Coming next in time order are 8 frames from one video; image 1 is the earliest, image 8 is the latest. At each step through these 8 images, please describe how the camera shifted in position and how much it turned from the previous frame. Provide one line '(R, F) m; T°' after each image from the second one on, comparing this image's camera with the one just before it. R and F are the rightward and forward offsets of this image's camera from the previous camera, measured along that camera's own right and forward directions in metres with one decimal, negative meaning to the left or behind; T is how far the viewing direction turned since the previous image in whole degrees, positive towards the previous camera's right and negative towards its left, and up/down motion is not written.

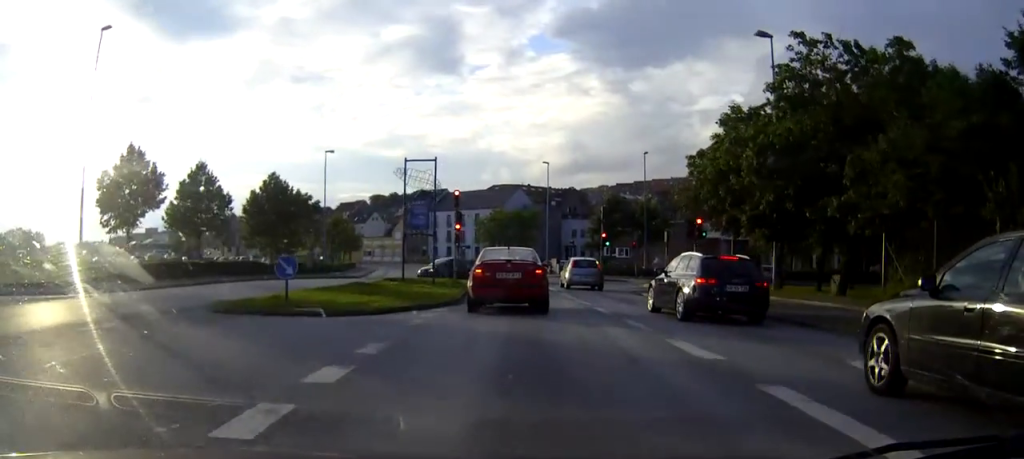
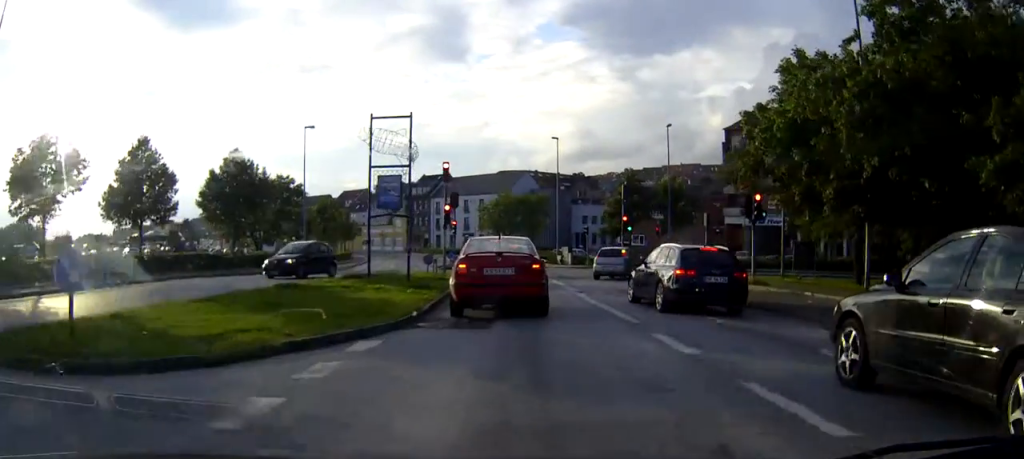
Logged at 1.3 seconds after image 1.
(0.0, +8.4) m; -1°
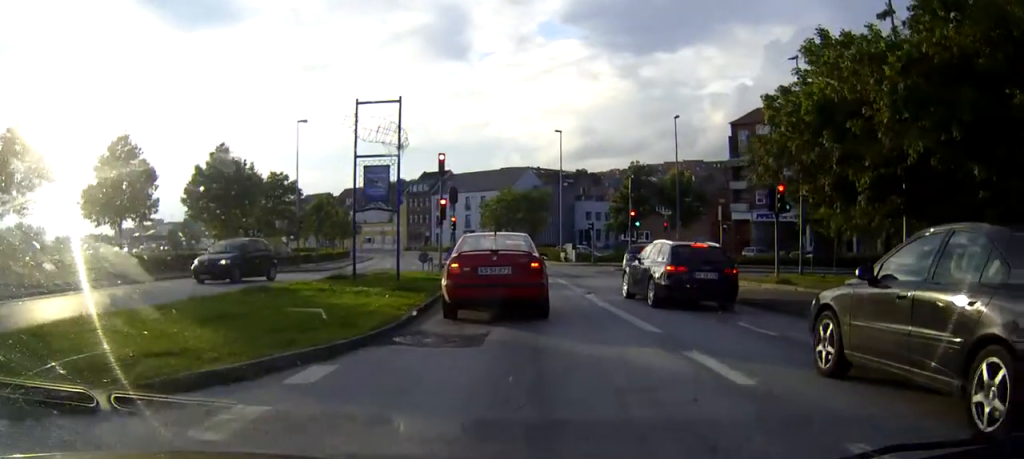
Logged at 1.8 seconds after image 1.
(0.0, +2.2) m; -1°
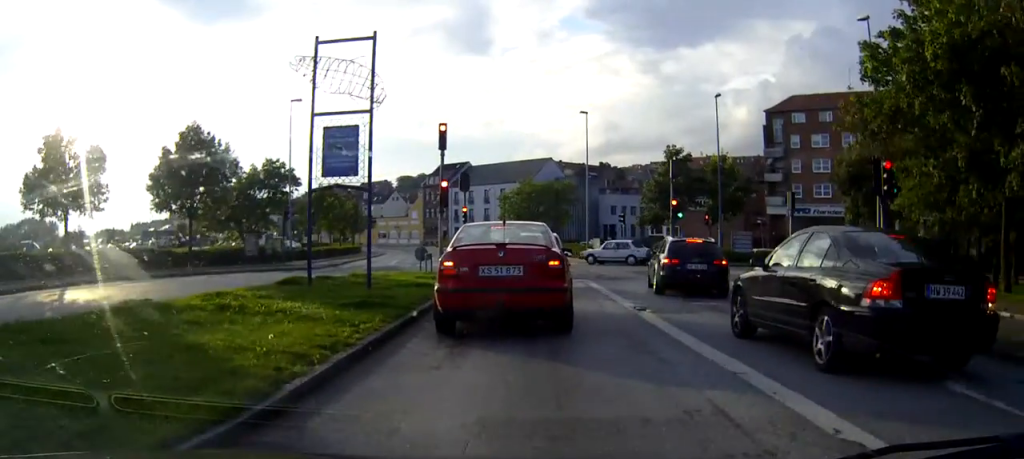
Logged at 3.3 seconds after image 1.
(-0.1, +6.6) m; -2°
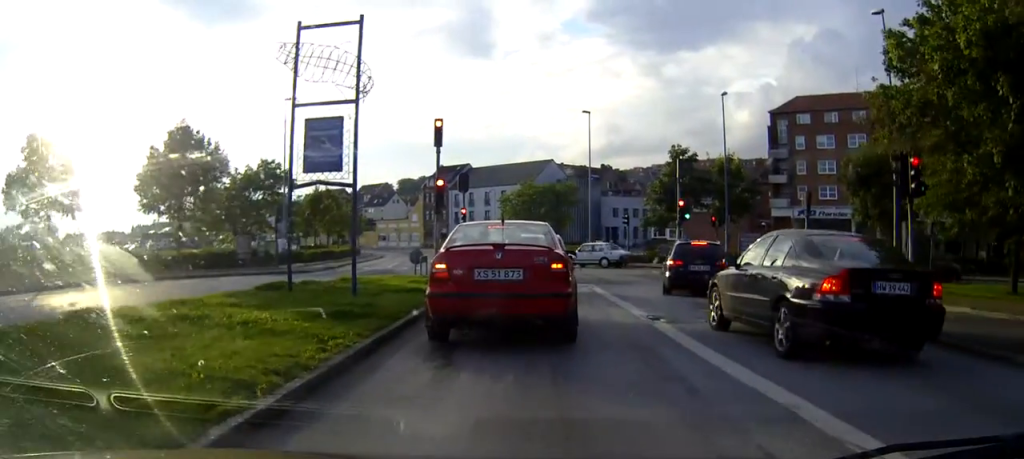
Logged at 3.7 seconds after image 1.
(0.0, +1.4) m; 0°
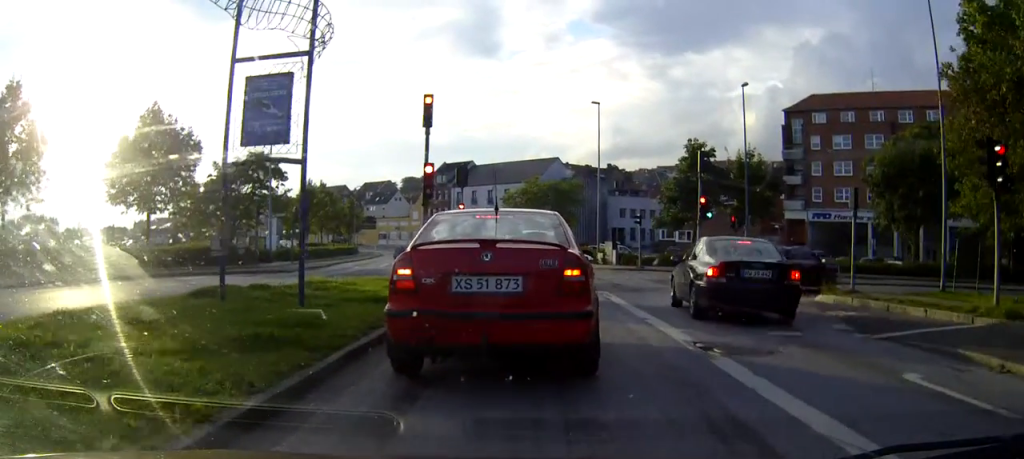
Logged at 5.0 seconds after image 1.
(0.0, +3.9) m; -1°
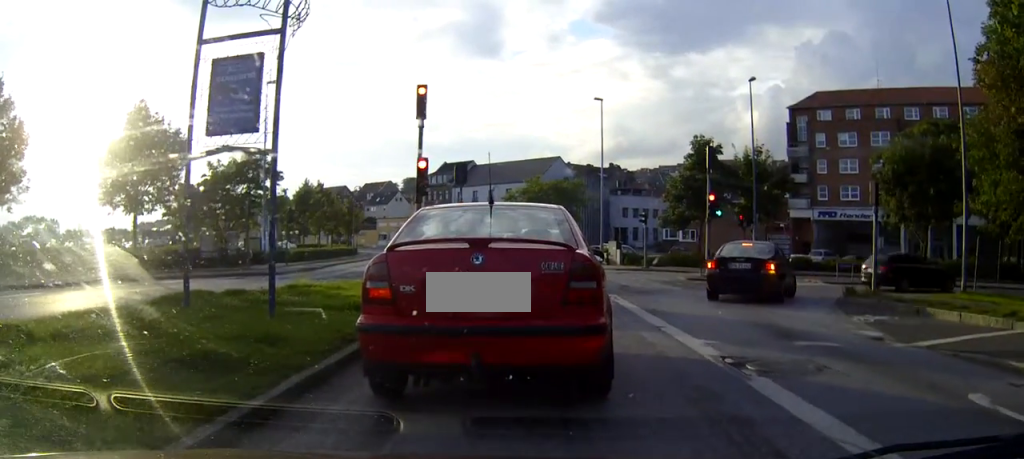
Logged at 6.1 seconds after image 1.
(0.0, +1.8) m; 0°
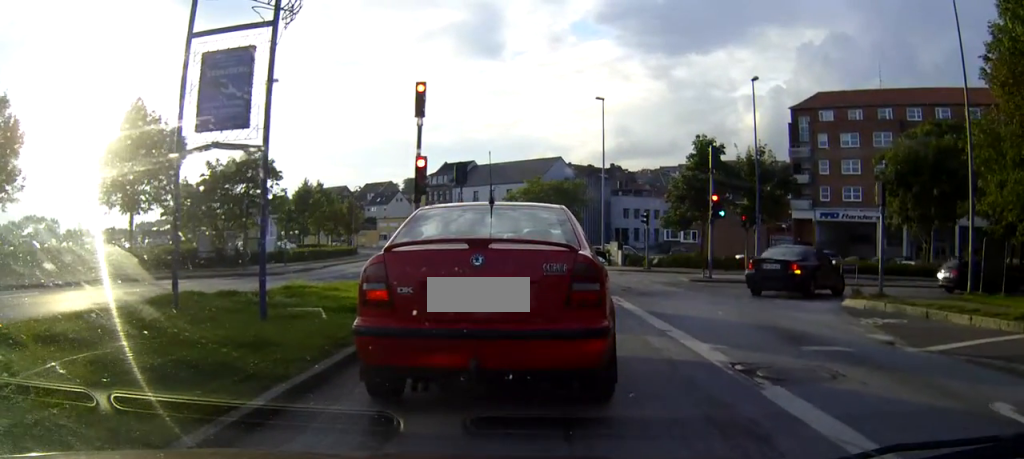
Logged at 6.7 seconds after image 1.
(0.0, +0.6) m; 0°
